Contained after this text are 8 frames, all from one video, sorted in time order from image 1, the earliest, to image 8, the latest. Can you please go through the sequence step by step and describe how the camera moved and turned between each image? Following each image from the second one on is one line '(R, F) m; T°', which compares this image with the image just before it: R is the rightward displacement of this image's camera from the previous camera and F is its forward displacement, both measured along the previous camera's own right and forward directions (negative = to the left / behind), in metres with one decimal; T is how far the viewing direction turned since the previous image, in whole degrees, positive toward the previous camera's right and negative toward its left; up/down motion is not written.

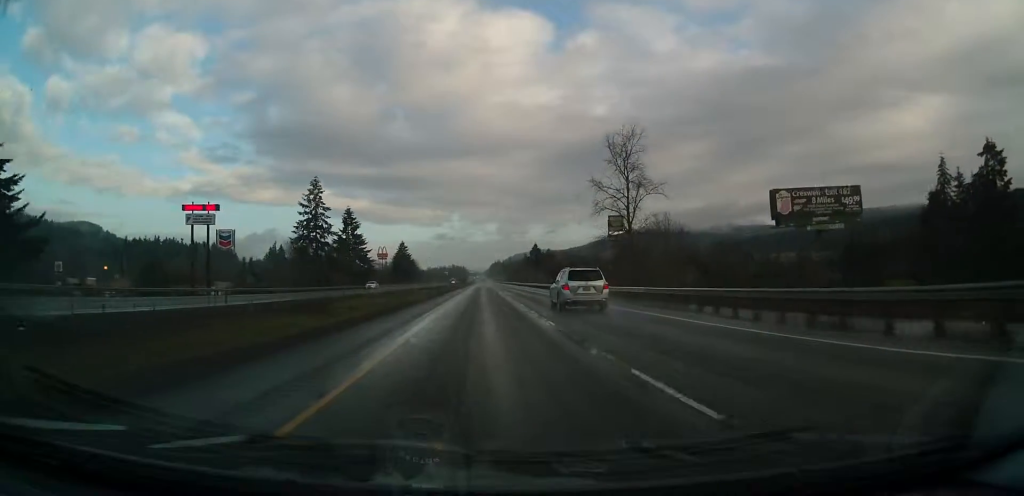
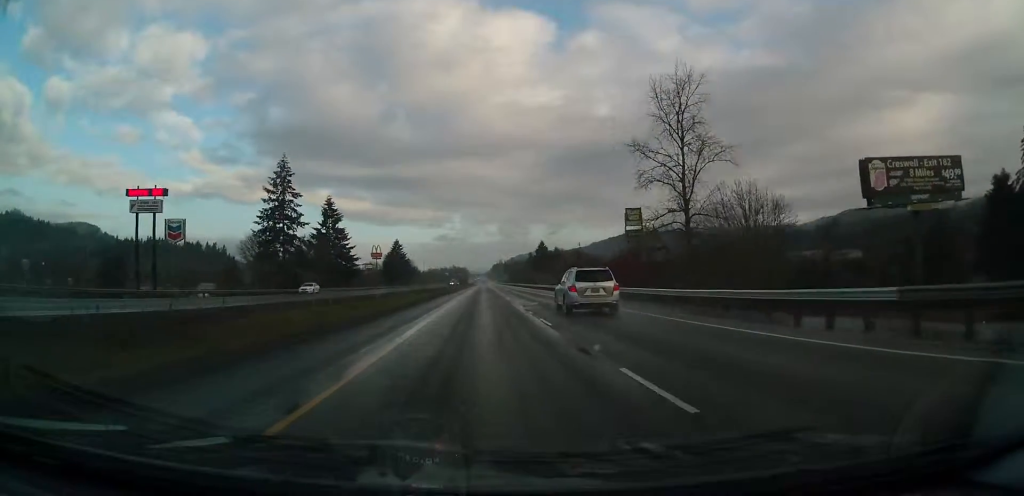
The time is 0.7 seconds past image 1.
(0.0, +23.8) m; 0°
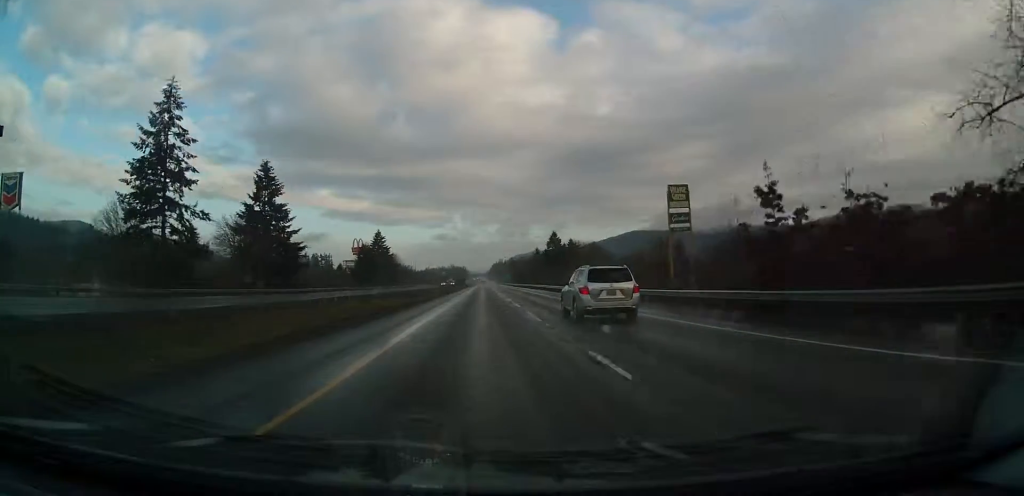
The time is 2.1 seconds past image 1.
(-0.2, +45.7) m; +1°
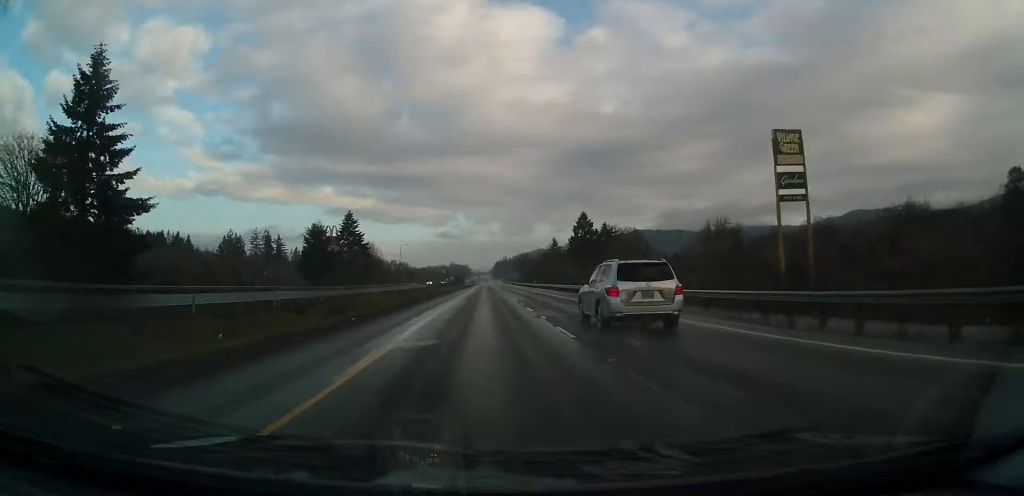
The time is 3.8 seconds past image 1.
(+0.4, +54.4) m; 0°
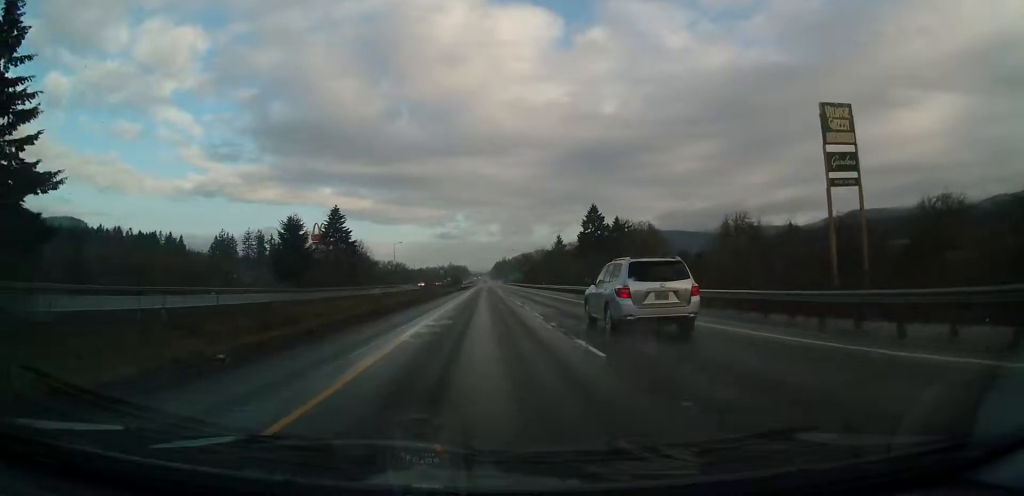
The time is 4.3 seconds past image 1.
(-0.1, +15.3) m; 0°
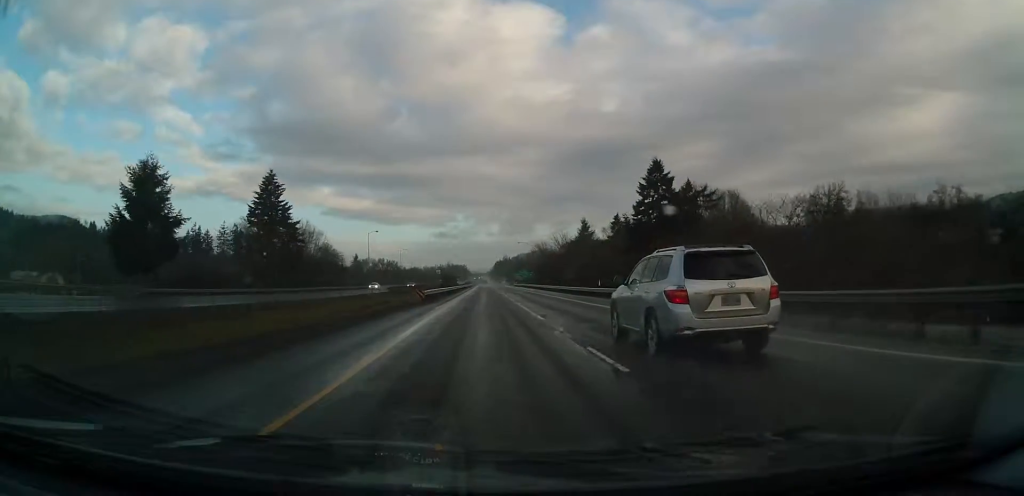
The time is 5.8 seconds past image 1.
(0.0, +50.3) m; 0°
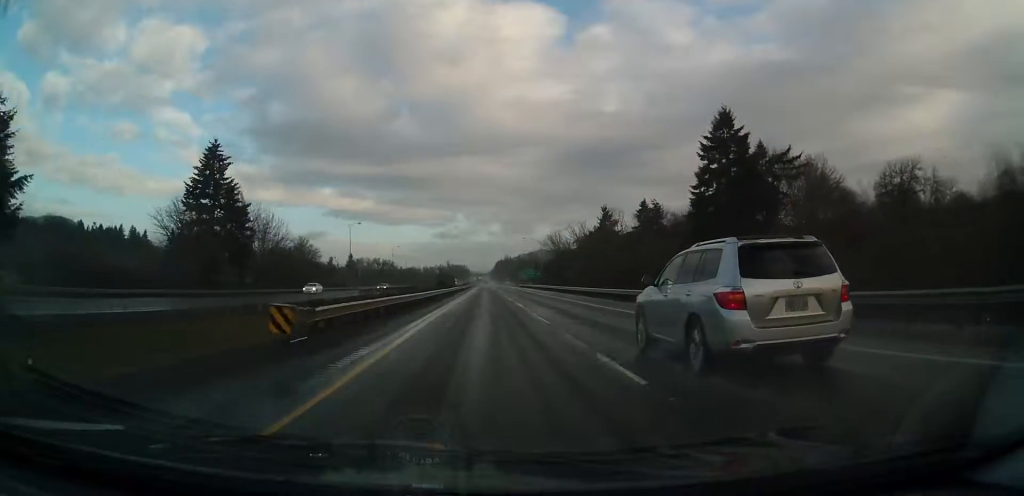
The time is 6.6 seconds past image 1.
(0.0, +25.2) m; 0°
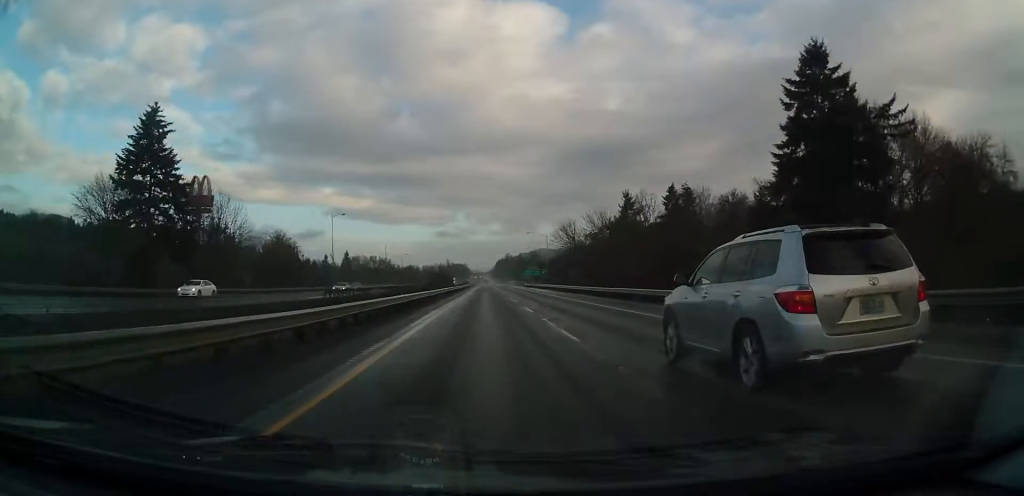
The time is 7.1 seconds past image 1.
(0.0, +18.6) m; 0°
